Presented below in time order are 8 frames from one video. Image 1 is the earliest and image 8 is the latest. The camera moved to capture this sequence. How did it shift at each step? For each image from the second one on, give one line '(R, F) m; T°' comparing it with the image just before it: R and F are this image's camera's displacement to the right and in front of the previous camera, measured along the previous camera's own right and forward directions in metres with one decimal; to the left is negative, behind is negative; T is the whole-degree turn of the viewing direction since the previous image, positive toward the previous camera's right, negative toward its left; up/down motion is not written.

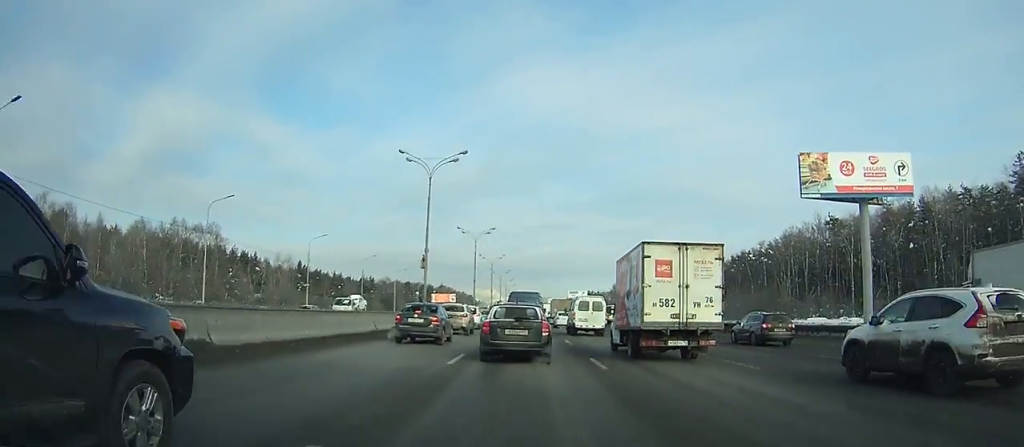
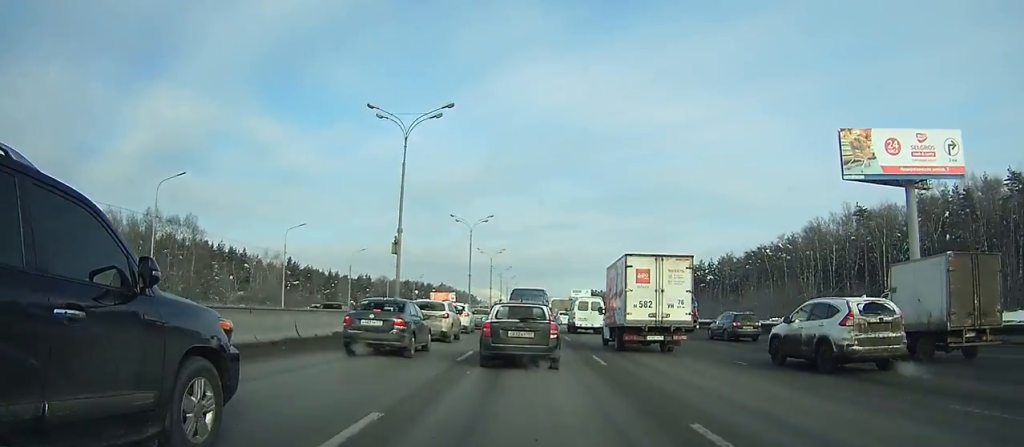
(0.0, +9.2) m; 0°
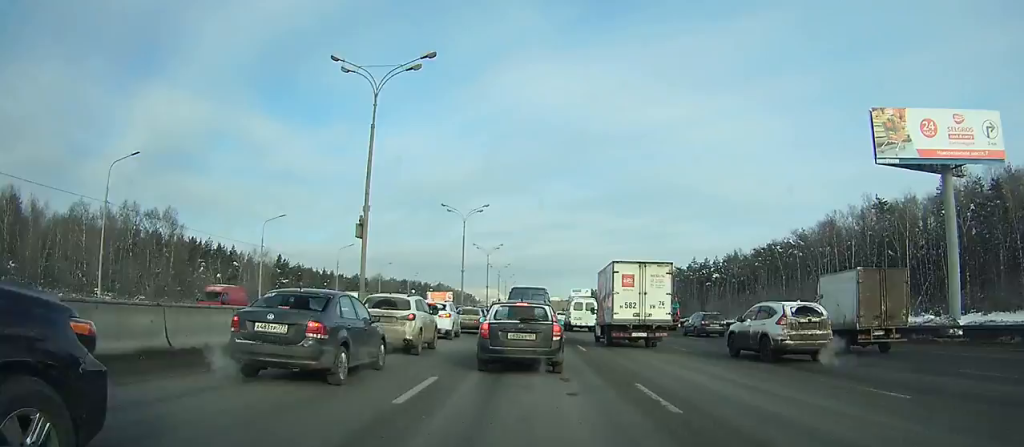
(0.0, +7.0) m; 0°
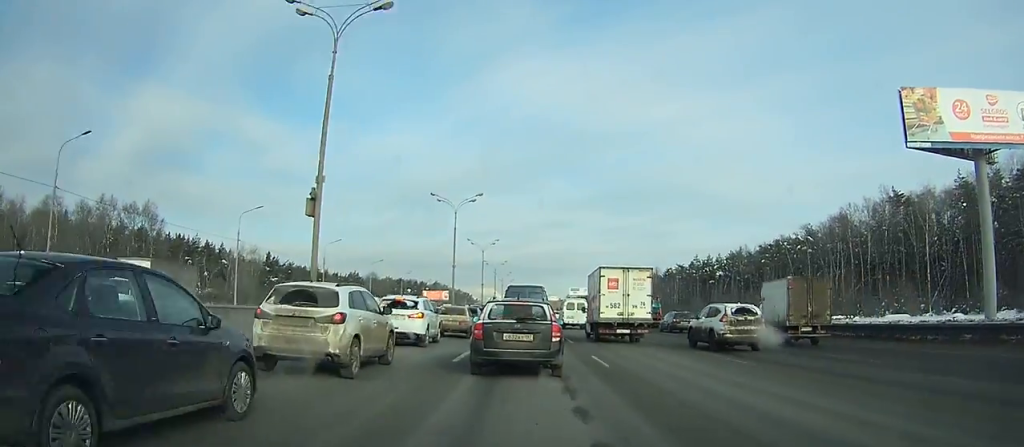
(-0.1, +5.9) m; 0°
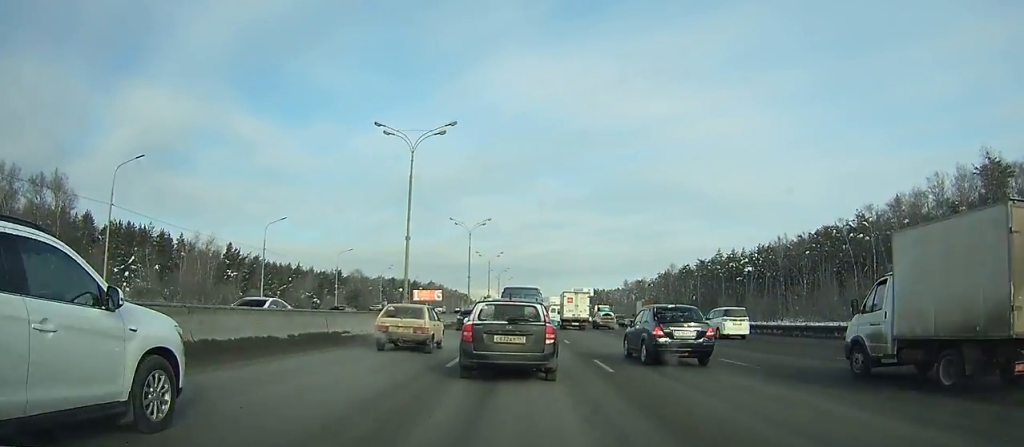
(+0.2, +24.6) m; +1°
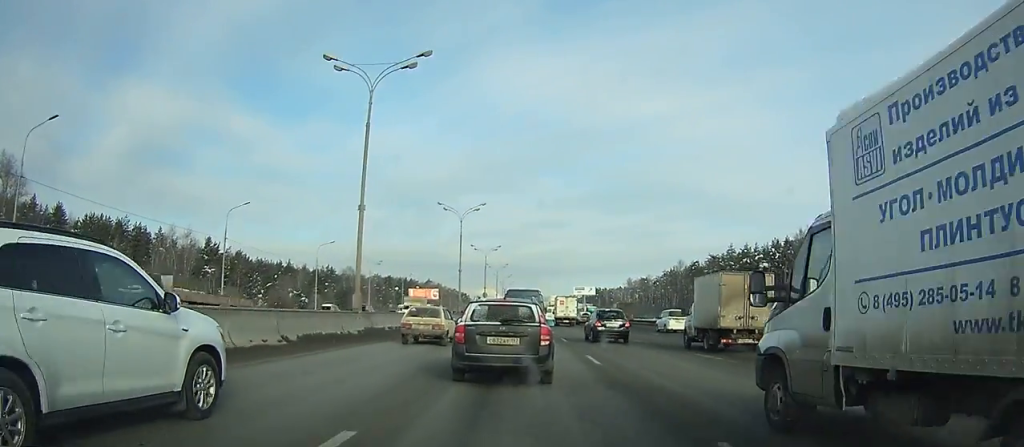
(0.0, +10.6) m; 0°
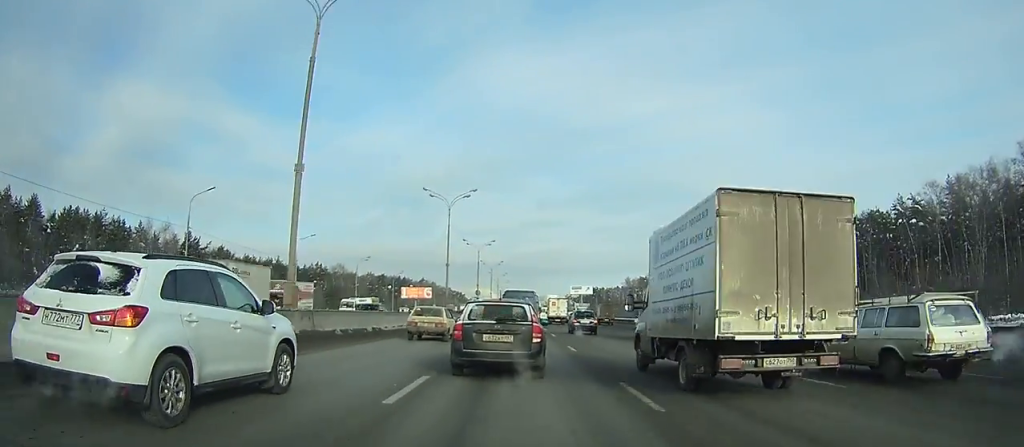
(0.0, +7.6) m; 0°
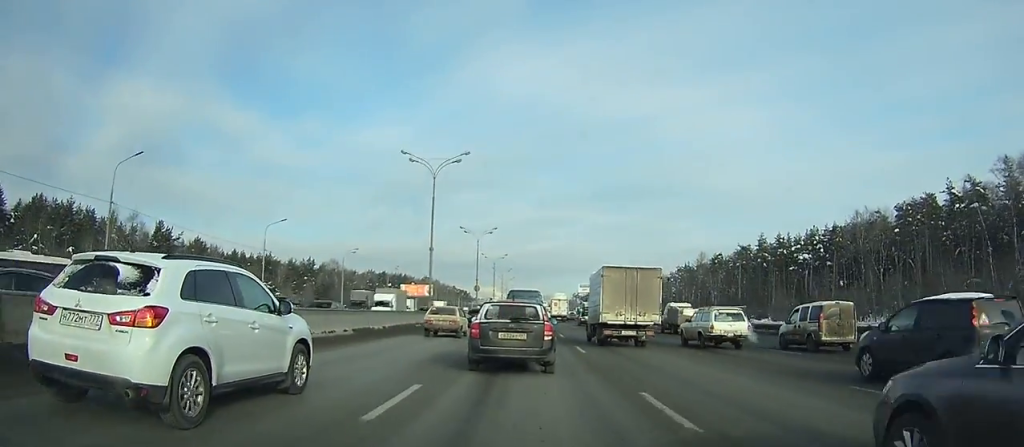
(0.0, +13.1) m; 0°
